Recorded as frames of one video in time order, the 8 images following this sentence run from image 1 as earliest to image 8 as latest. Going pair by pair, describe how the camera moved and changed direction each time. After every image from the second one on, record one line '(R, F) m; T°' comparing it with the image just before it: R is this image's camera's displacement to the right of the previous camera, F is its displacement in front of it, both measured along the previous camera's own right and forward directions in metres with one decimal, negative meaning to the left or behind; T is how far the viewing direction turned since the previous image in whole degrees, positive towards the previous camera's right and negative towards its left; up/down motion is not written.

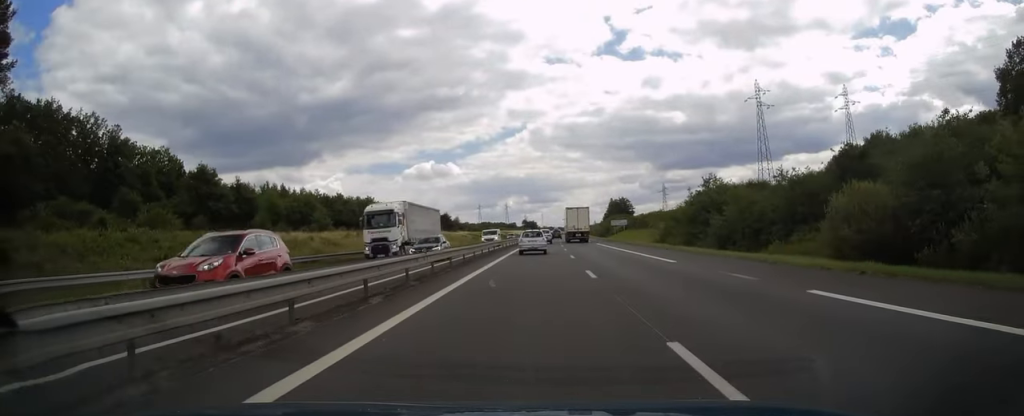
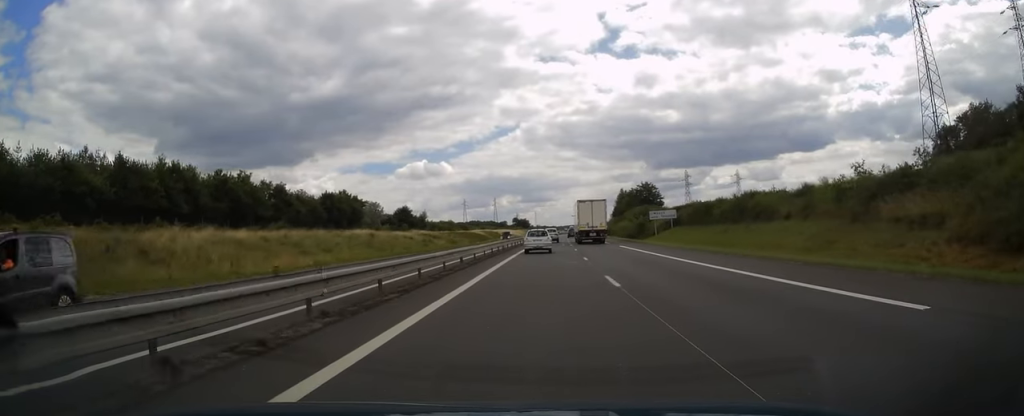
(+0.6, +67.6) m; +1°
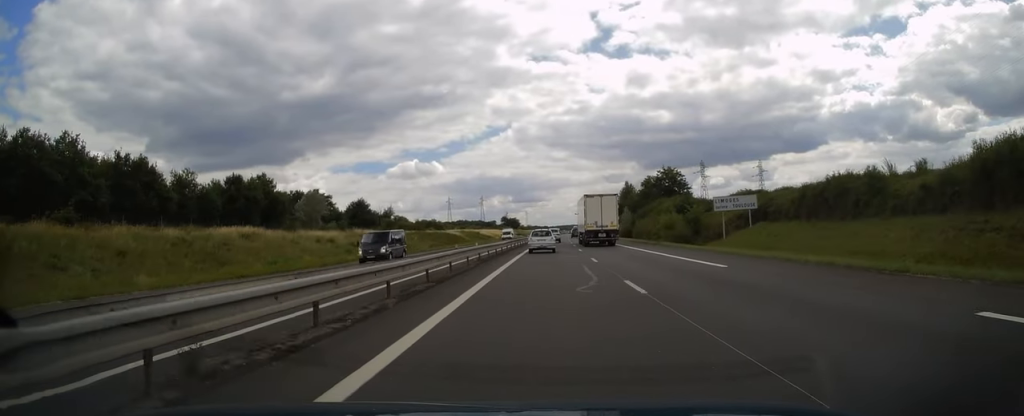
(0.0, +40.3) m; 0°
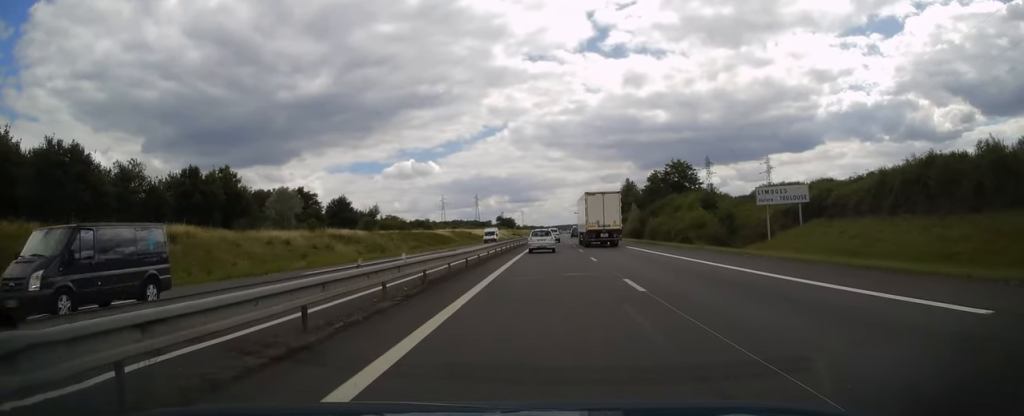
(0.0, +12.4) m; 0°
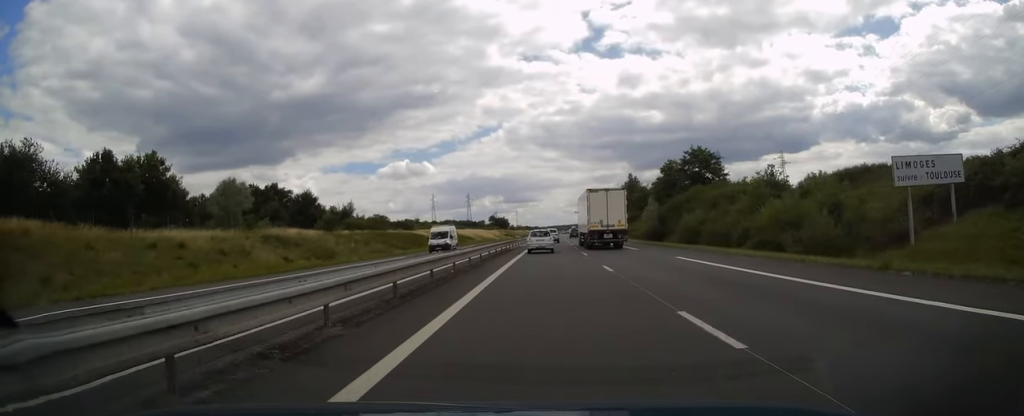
(+0.1, +19.2) m; 0°
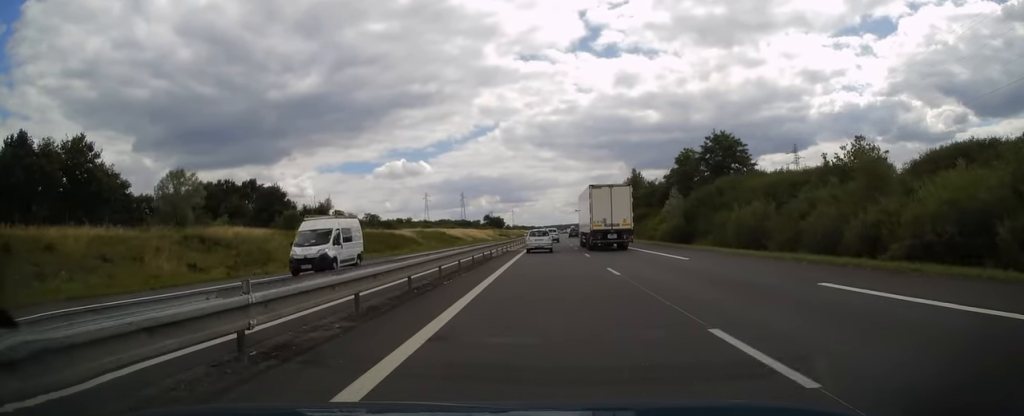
(0.0, +14.6) m; 0°
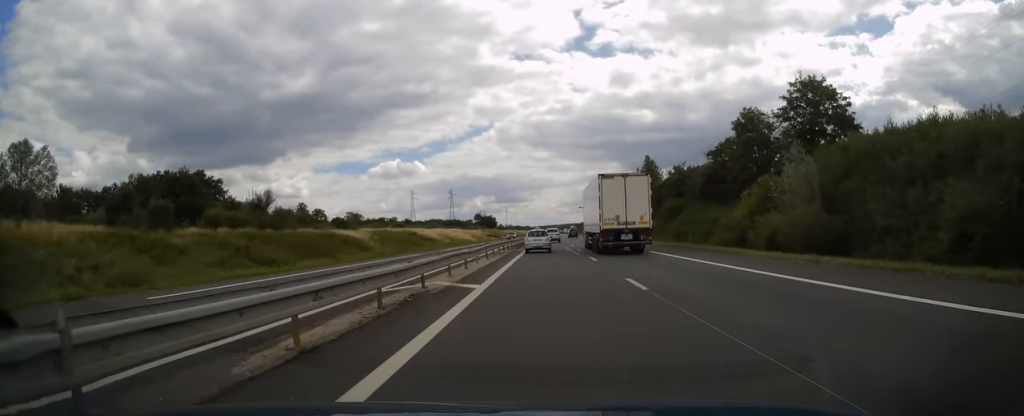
(+0.2, +30.4) m; +1°
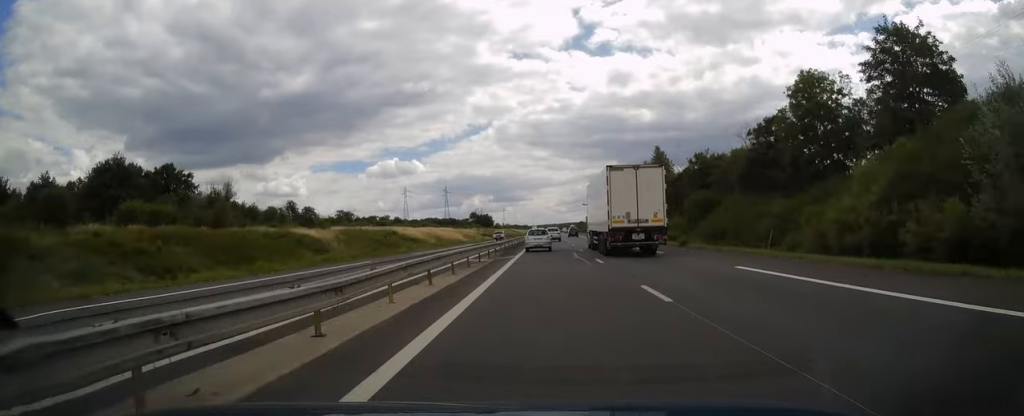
(+0.1, +15.2) m; 0°
